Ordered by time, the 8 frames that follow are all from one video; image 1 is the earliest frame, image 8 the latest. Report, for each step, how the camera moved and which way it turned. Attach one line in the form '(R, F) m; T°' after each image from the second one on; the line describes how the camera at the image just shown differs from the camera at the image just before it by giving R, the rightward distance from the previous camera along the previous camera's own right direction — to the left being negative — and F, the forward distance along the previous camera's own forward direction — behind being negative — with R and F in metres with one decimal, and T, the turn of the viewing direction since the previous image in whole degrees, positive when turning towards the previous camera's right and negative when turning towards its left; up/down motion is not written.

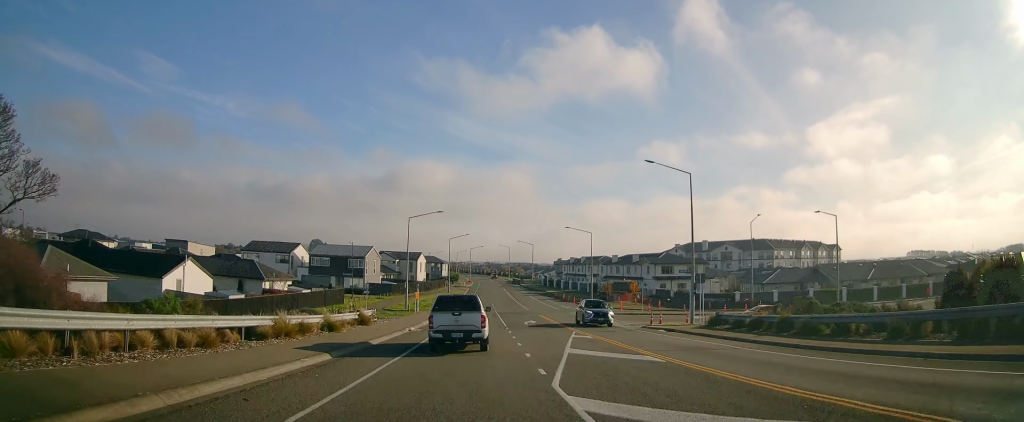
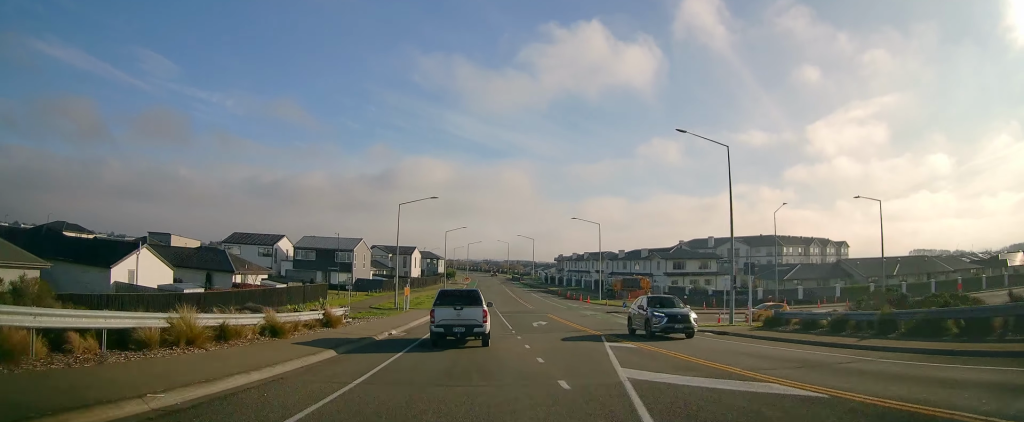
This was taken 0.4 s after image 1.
(-0.1, +6.6) m; 0°
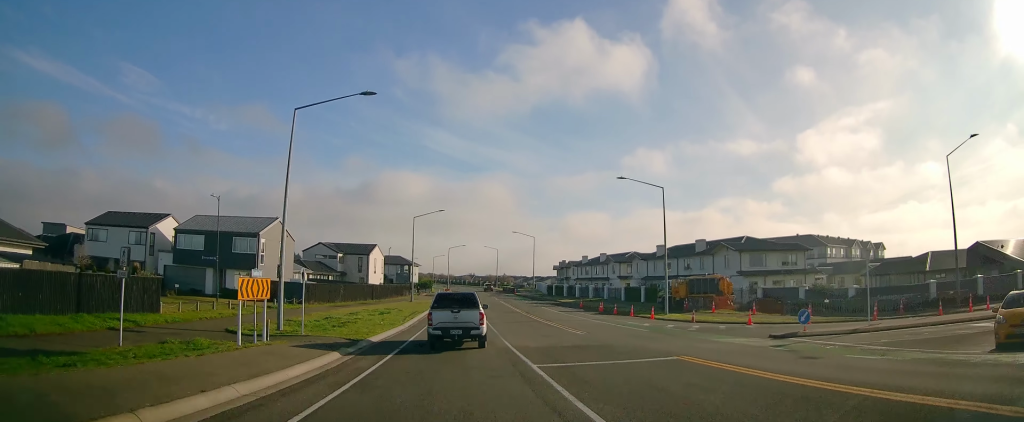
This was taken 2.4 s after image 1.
(0.0, +30.0) m; 0°
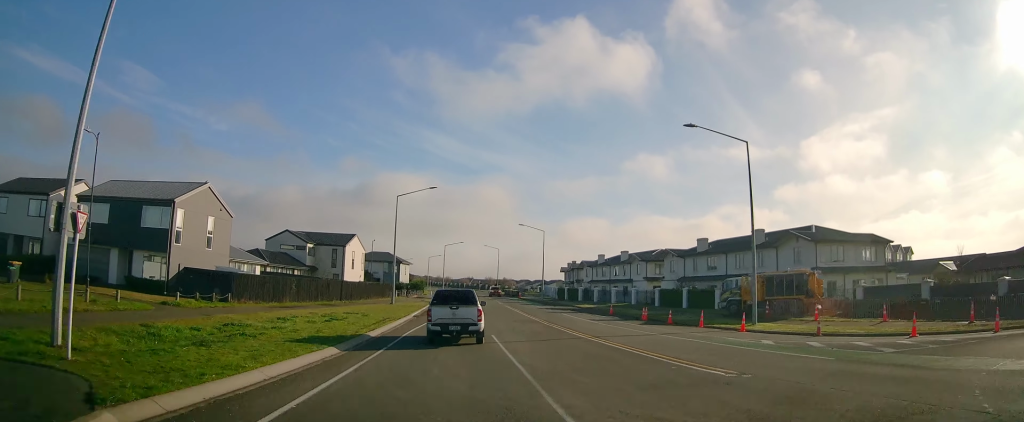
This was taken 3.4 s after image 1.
(-0.1, +14.7) m; 0°
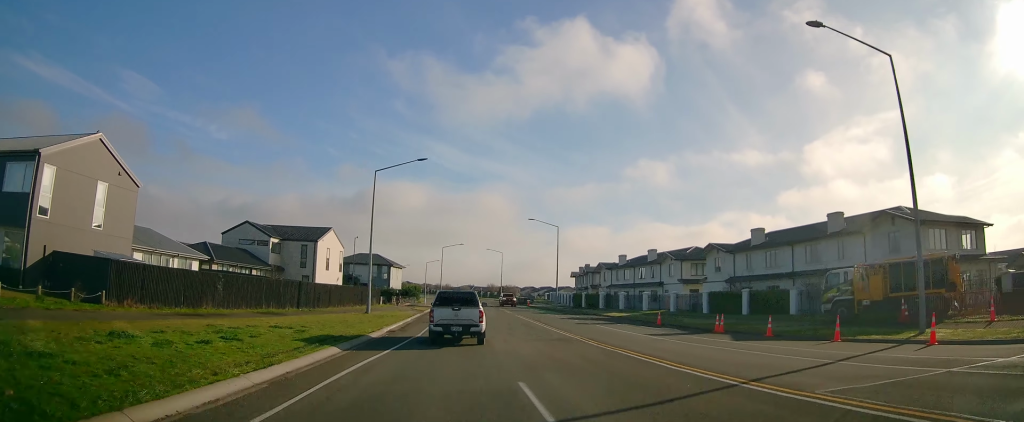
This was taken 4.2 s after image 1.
(+0.1, +12.6) m; 0°
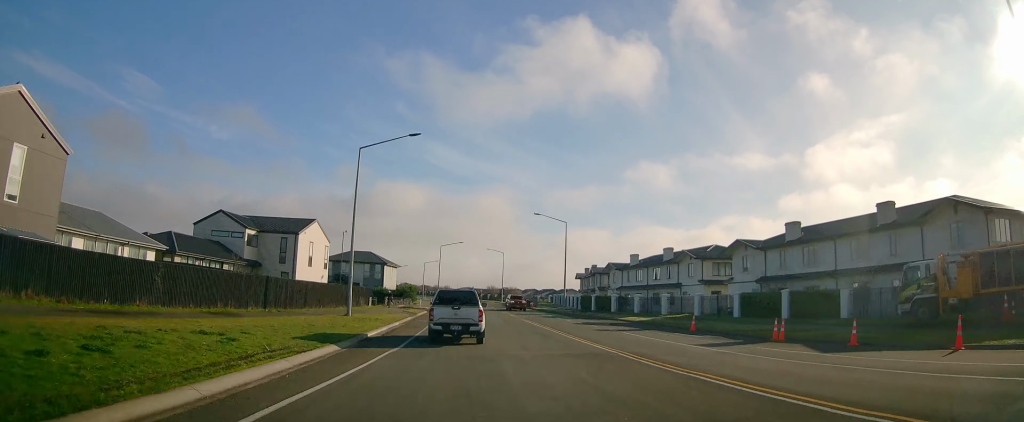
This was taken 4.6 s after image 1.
(+0.1, +6.1) m; 0°
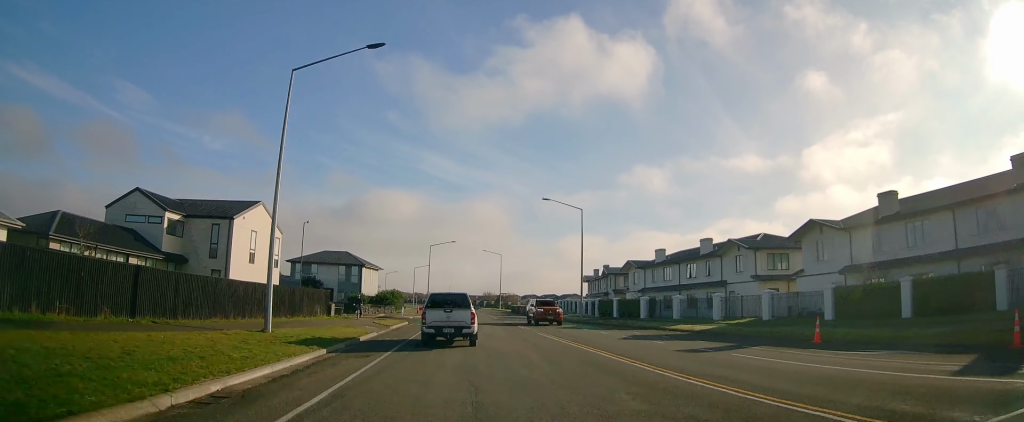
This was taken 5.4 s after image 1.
(-0.1, +12.5) m; 0°
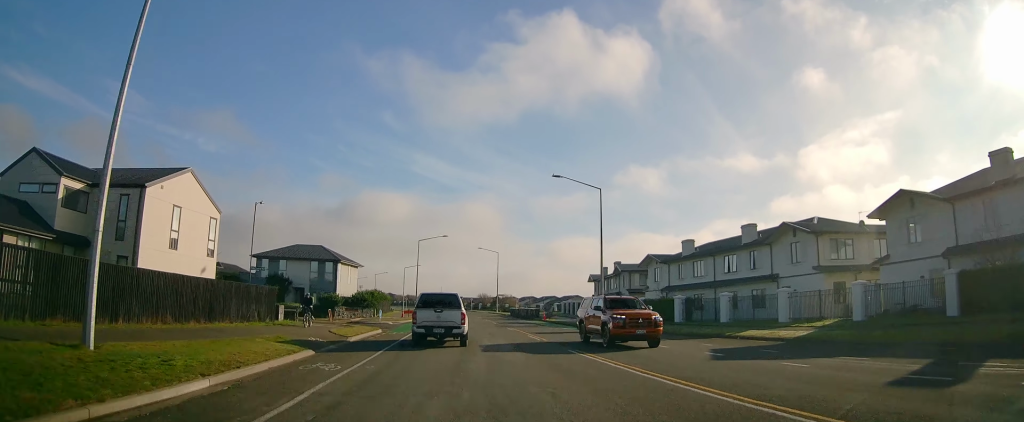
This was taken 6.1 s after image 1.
(-0.1, +9.8) m; +1°
